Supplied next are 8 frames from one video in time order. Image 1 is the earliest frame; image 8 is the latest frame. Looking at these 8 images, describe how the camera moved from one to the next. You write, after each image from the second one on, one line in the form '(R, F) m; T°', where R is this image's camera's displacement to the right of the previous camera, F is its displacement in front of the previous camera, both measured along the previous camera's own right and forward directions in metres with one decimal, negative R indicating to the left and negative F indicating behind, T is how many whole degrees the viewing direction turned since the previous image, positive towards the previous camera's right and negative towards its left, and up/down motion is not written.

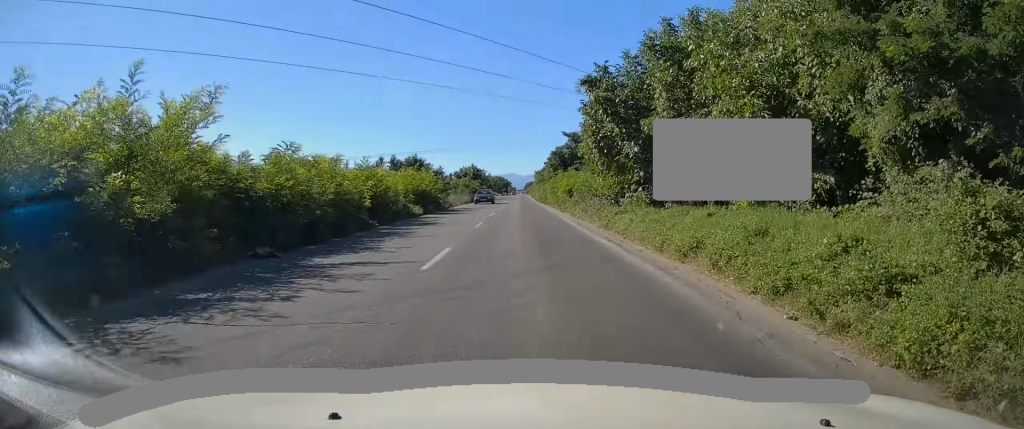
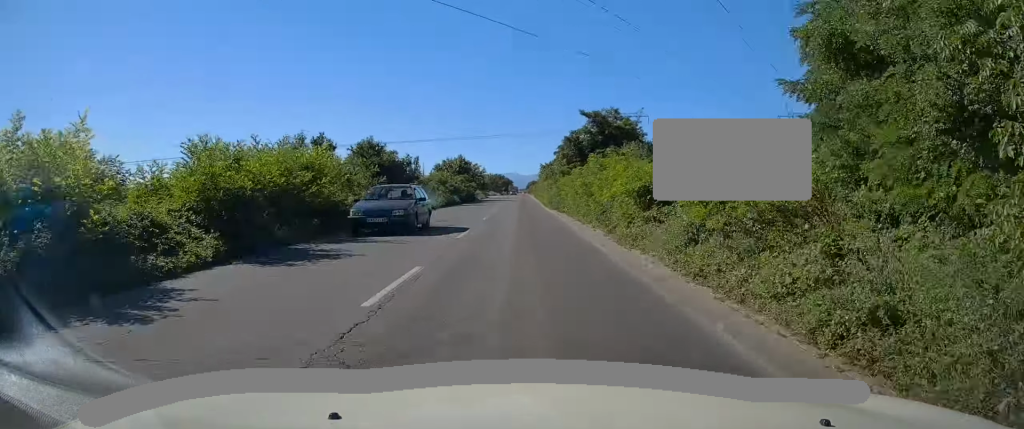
(0.0, +21.8) m; 0°
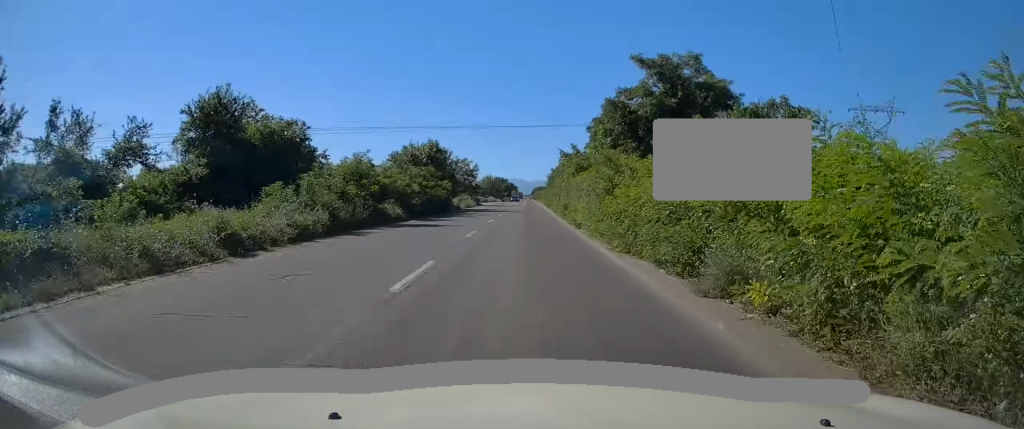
(+0.1, +26.6) m; 0°
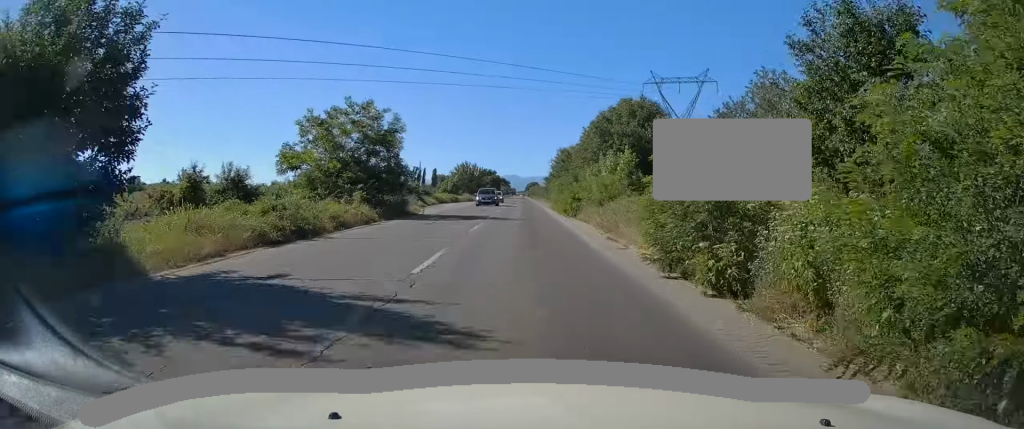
(-0.2, +43.4) m; 0°
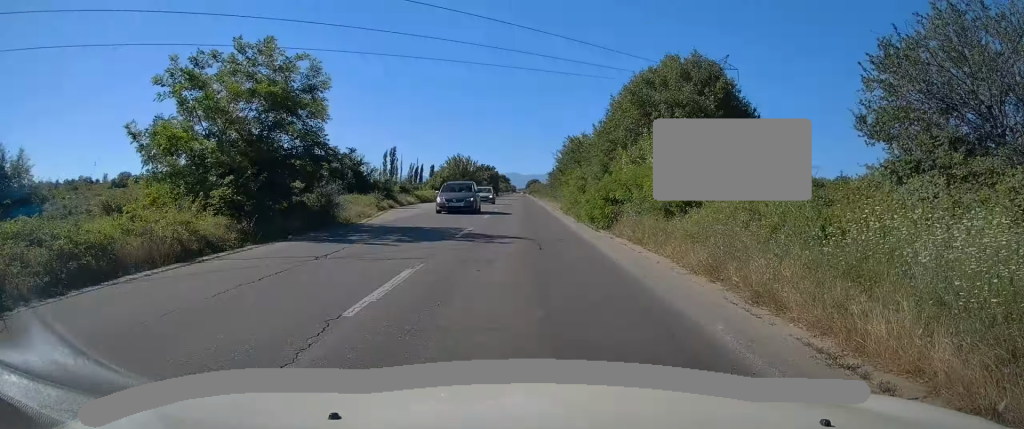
(0.0, +12.2) m; 0°
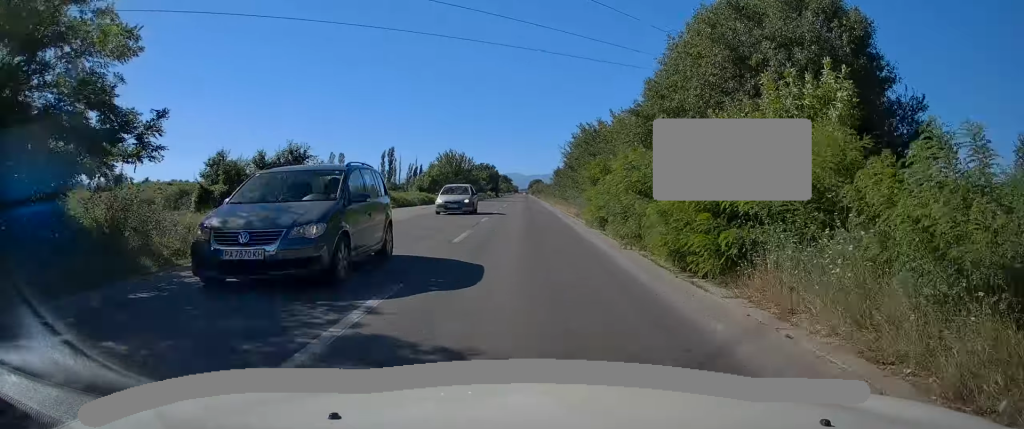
(0.0, +10.9) m; 0°
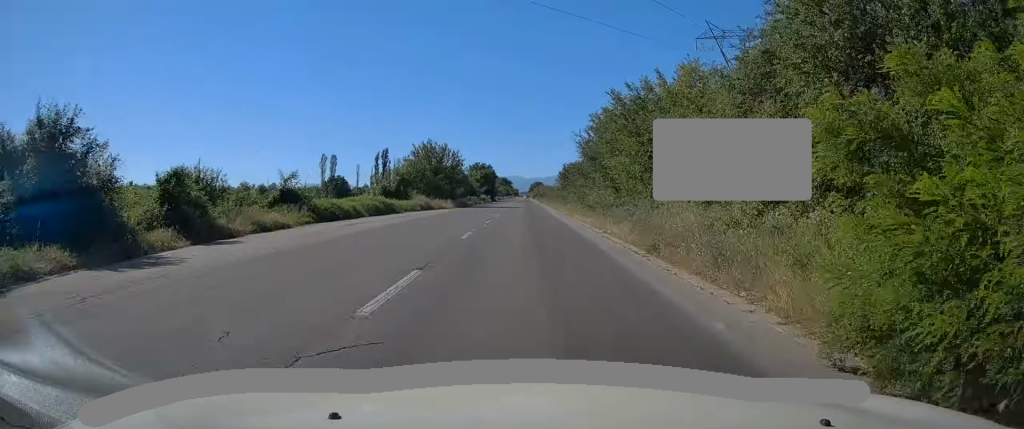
(0.0, +17.0) m; 0°
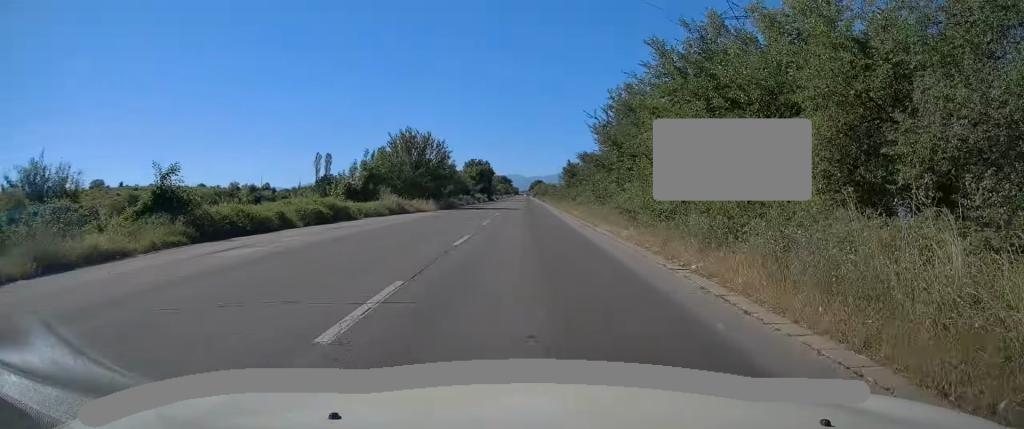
(0.0, +10.3) m; 0°
